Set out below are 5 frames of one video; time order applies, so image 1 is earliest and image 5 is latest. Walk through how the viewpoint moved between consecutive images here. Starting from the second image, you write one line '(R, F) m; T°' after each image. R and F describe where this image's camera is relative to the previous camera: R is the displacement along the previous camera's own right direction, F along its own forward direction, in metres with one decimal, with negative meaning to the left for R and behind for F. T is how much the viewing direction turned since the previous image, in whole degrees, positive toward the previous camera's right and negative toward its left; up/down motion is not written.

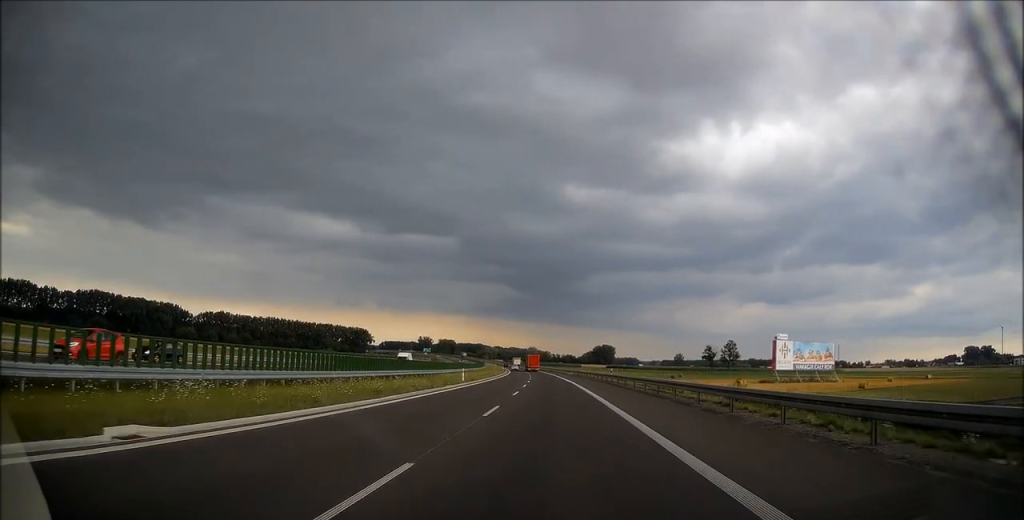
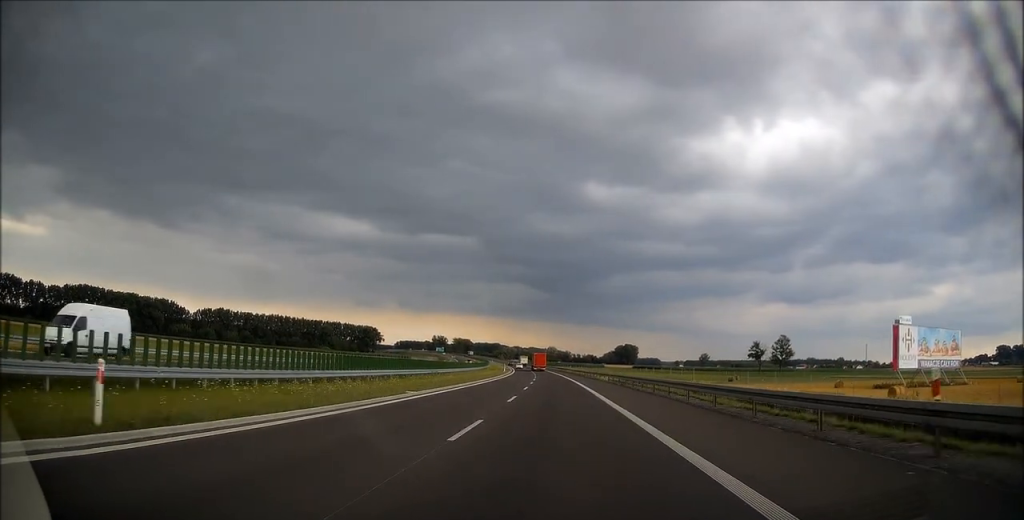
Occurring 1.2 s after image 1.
(-0.5, +41.9) m; -2°
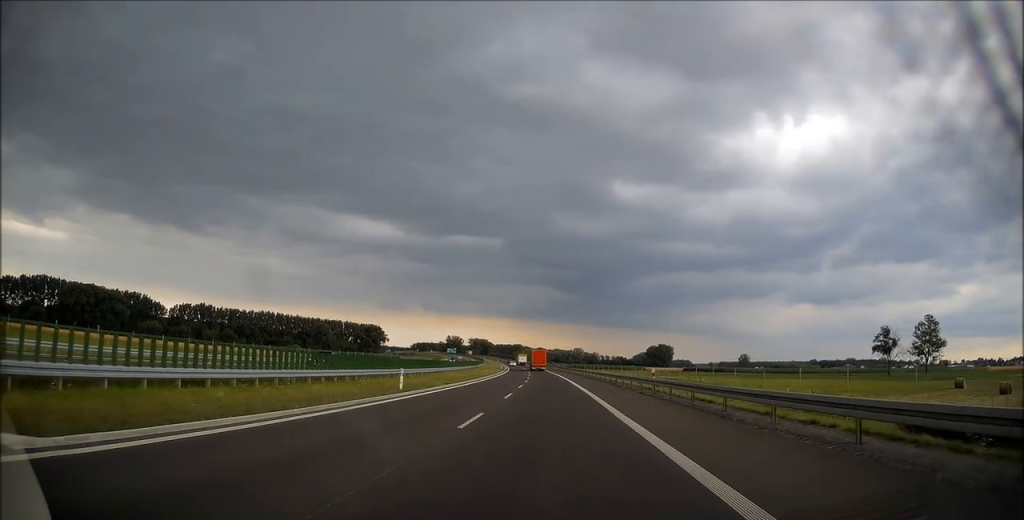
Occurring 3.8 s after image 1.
(-2.8, +82.5) m; -3°
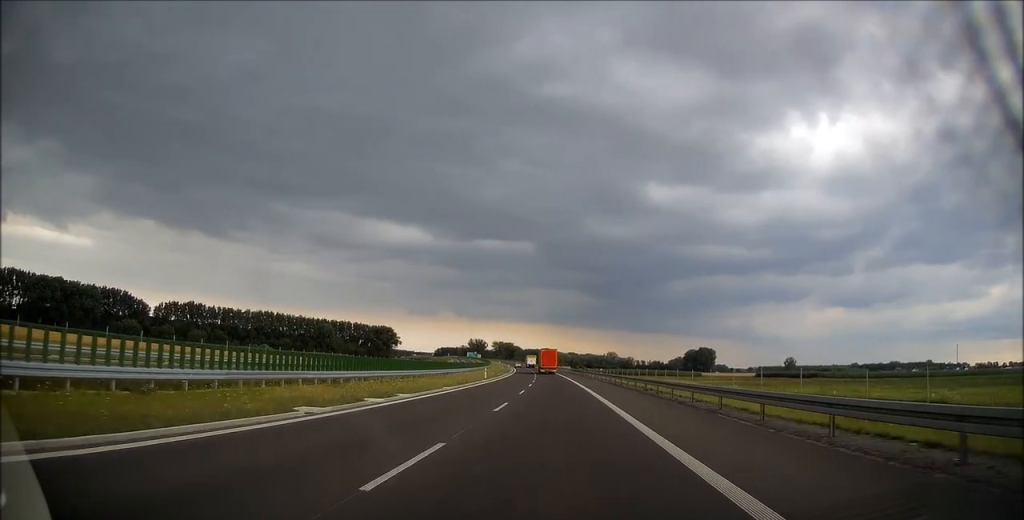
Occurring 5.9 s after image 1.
(-1.4, +66.5) m; -3°
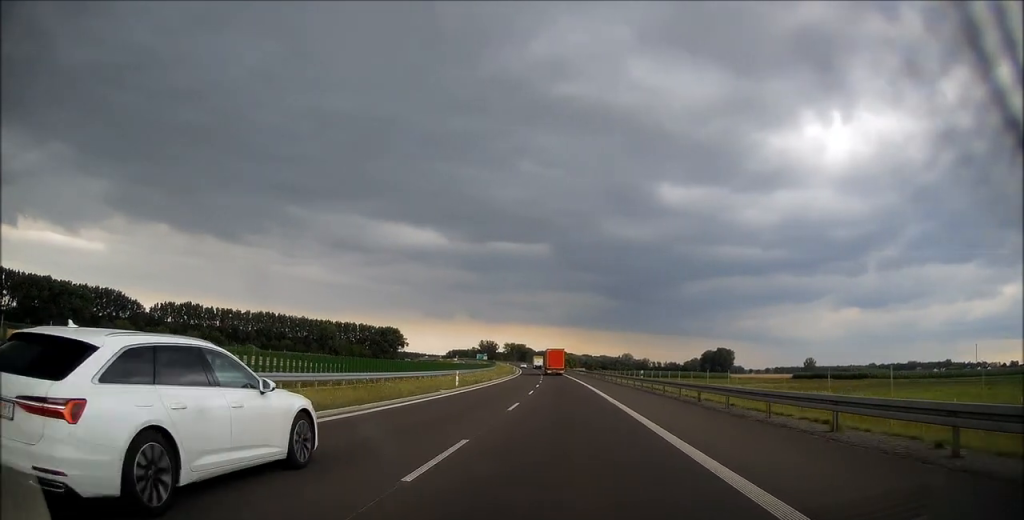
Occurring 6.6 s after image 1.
(-0.2, +23.2) m; -1°
